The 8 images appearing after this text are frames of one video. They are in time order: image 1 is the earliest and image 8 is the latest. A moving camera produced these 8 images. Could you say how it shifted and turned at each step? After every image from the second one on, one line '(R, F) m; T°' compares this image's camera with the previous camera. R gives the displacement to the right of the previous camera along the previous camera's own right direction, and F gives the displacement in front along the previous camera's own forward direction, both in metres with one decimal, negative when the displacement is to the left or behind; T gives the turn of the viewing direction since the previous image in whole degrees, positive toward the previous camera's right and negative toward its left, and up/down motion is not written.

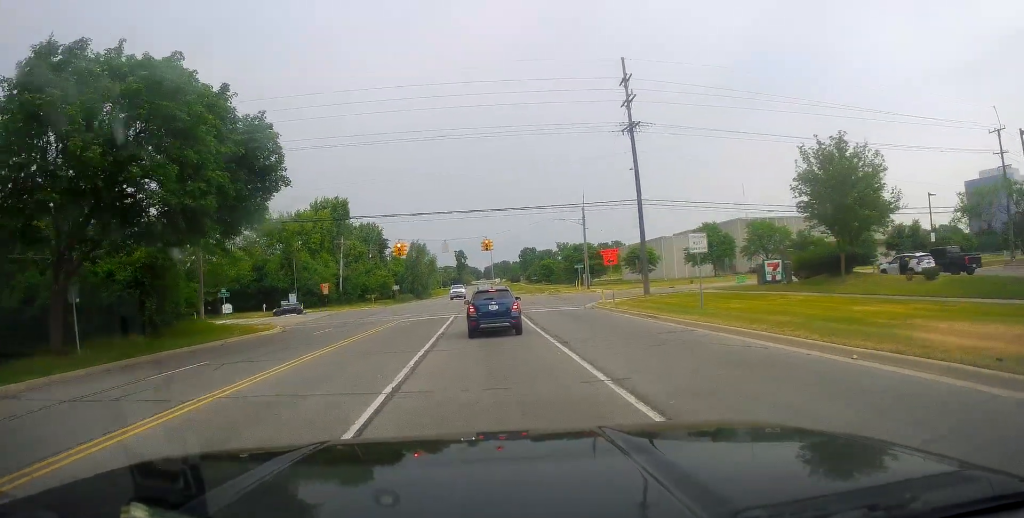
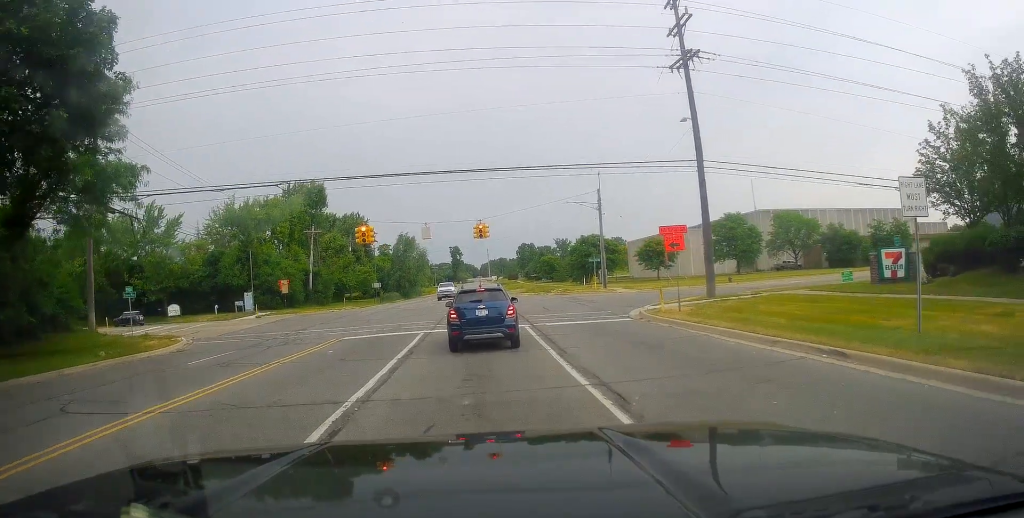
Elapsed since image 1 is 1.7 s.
(-0.5, +13.2) m; -3°
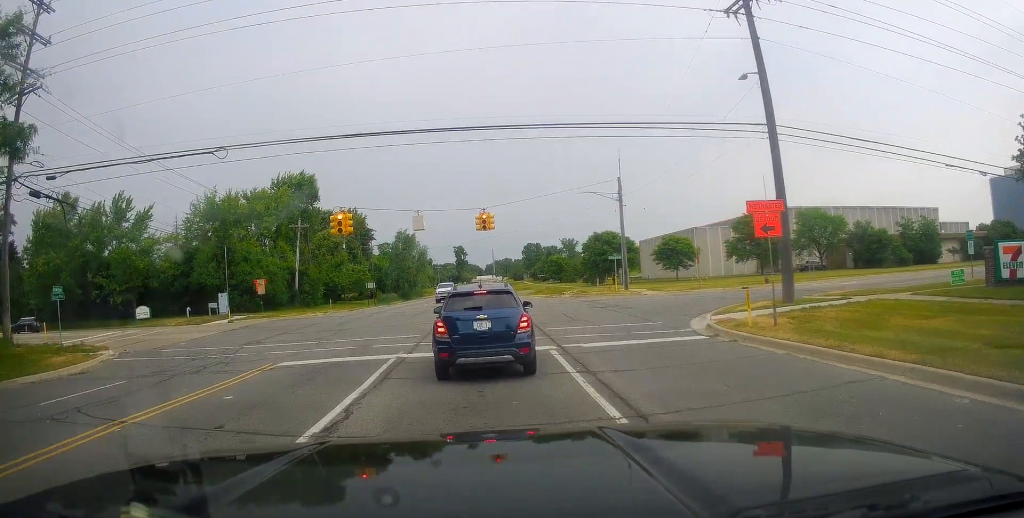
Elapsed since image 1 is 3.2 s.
(+0.2, +8.5) m; +3°
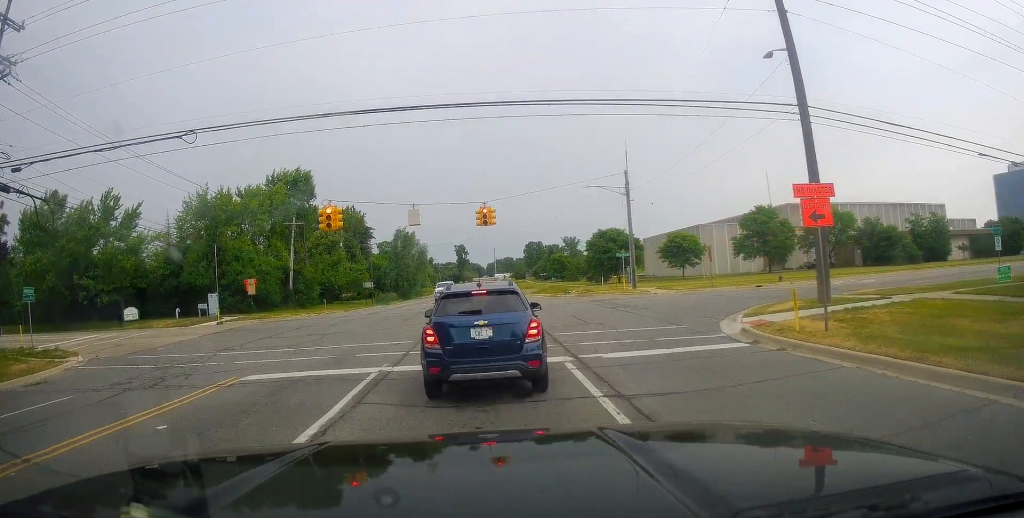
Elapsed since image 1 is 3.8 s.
(0.0, +2.8) m; 0°
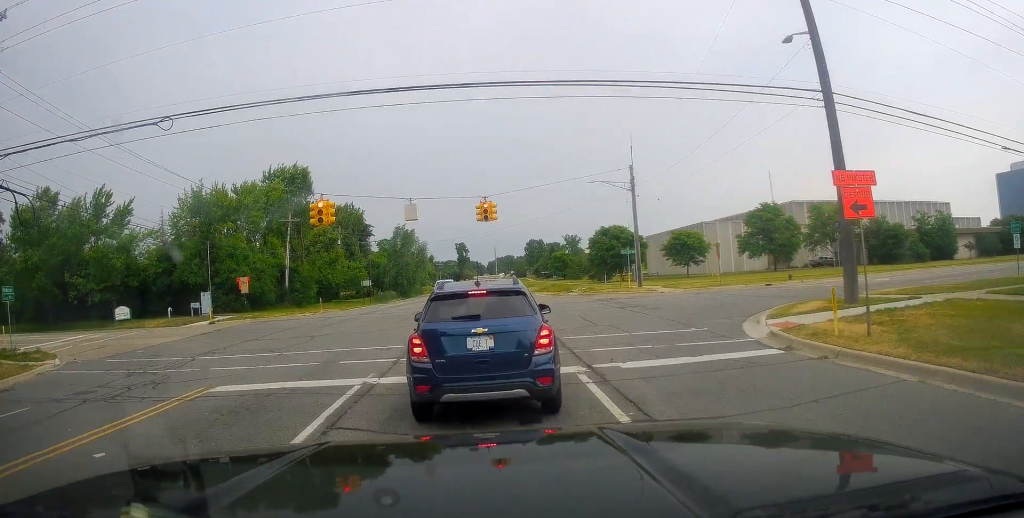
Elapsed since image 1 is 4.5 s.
(0.0, +2.0) m; 0°
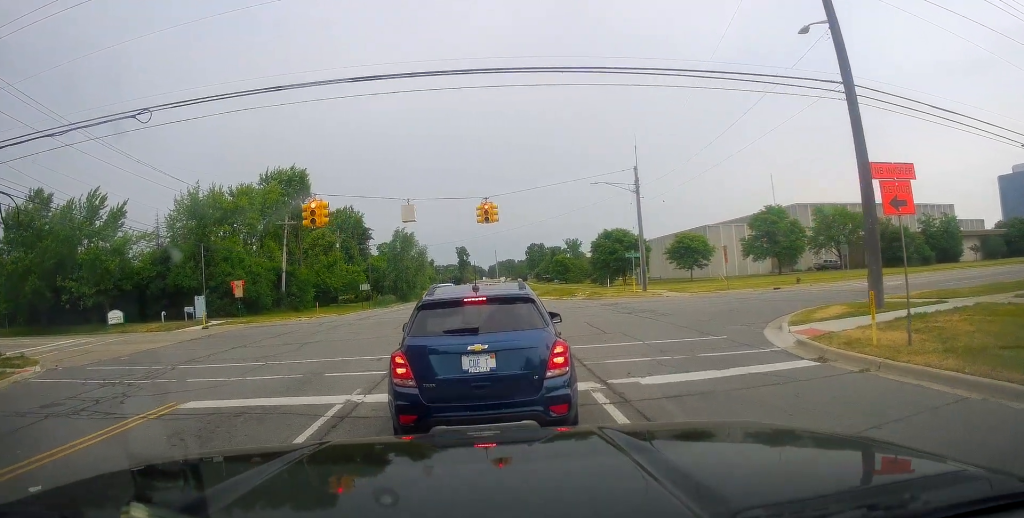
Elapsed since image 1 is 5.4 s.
(0.0, +1.8) m; 0°
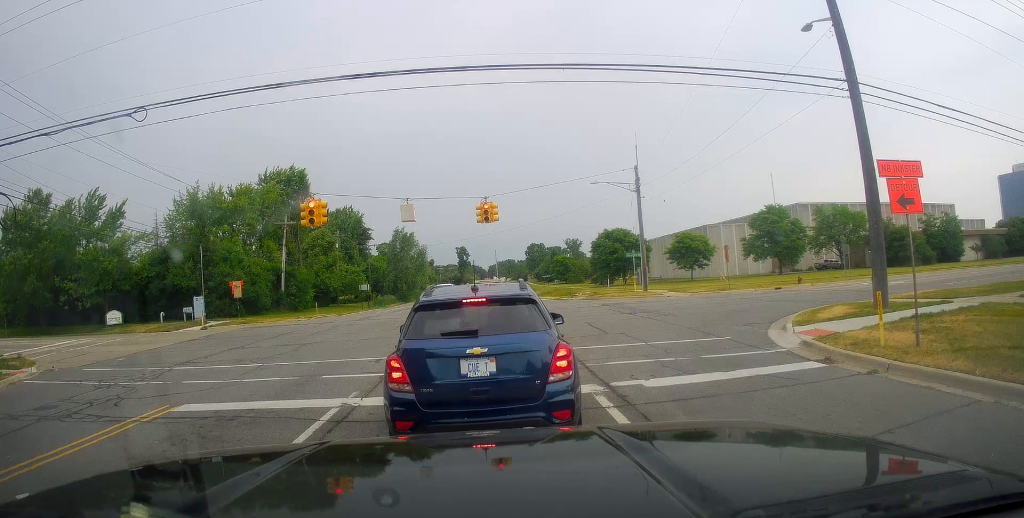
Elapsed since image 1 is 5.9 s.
(0.0, +0.3) m; 0°
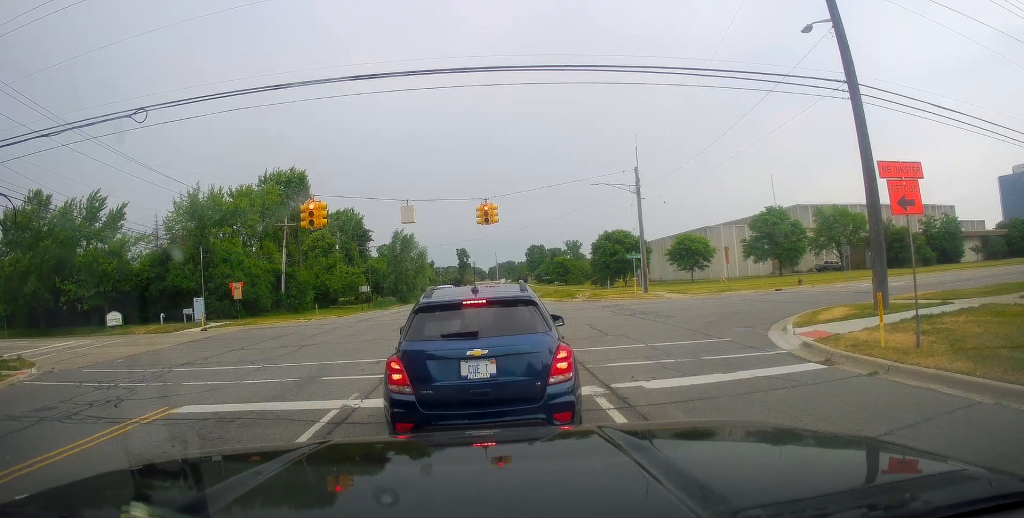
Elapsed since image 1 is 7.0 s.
(0.0, -0.2) m; 0°
